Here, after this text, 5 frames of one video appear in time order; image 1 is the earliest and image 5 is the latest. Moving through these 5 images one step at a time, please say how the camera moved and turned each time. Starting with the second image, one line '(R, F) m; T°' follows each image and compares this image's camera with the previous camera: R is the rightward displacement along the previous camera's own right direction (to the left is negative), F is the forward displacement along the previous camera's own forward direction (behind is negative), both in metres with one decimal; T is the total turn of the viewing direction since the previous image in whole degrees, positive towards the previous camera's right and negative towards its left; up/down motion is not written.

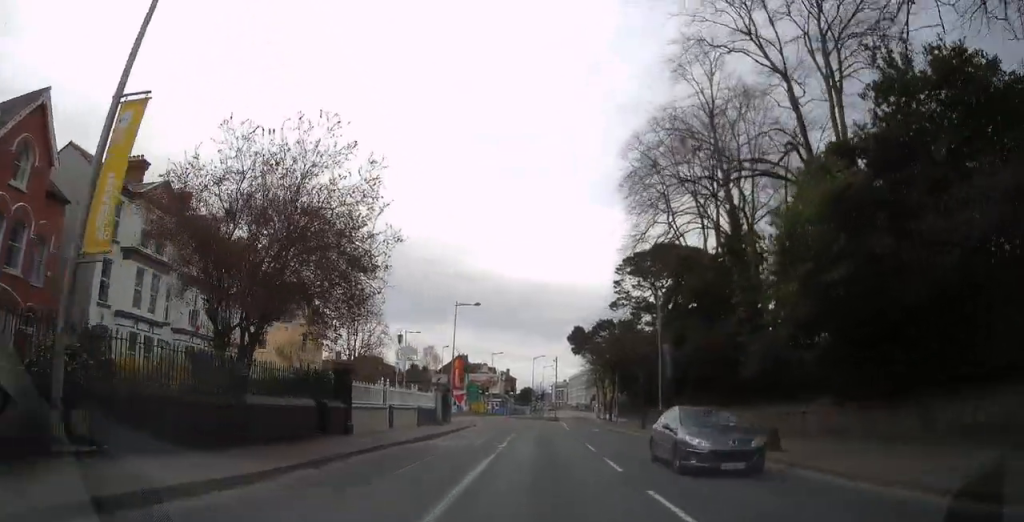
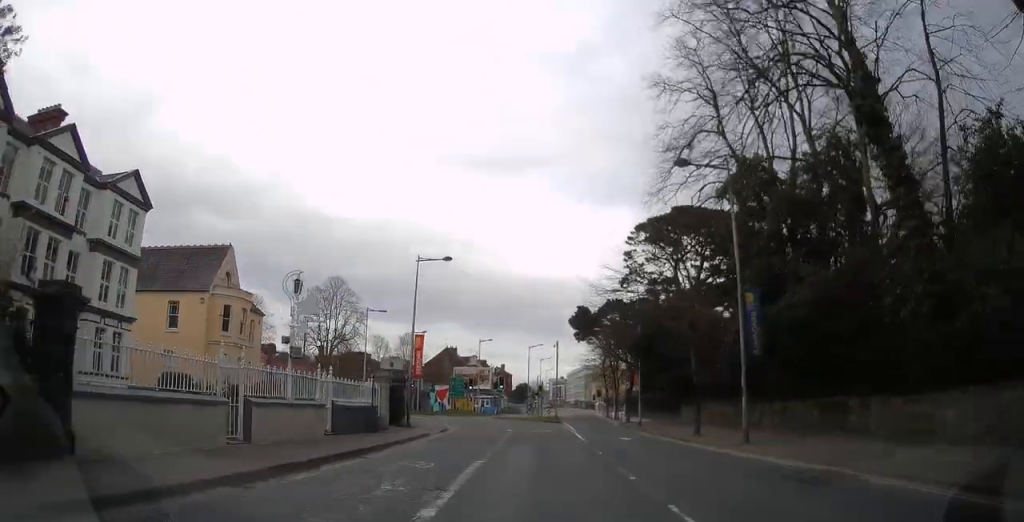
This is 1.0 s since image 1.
(+0.4, +14.1) m; +3°
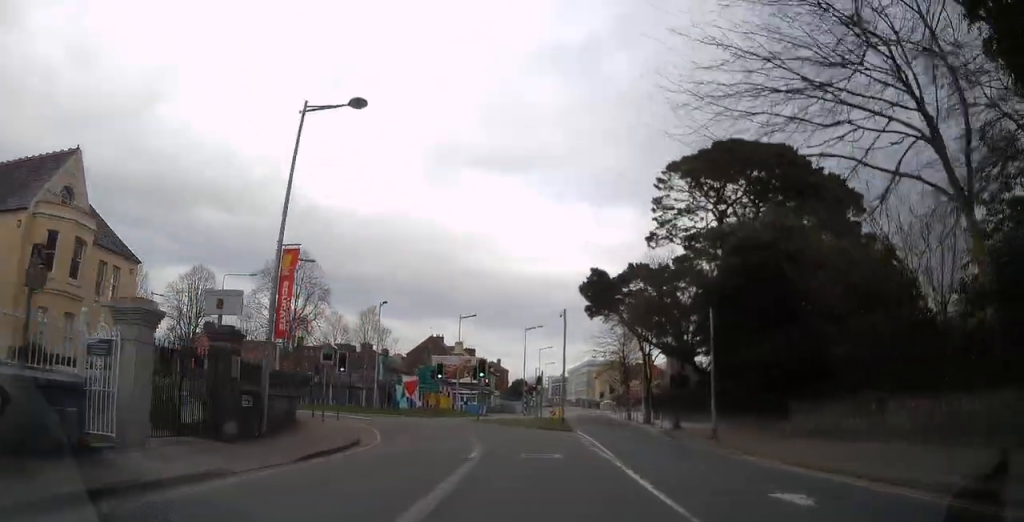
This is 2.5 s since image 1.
(+0.1, +19.1) m; 0°
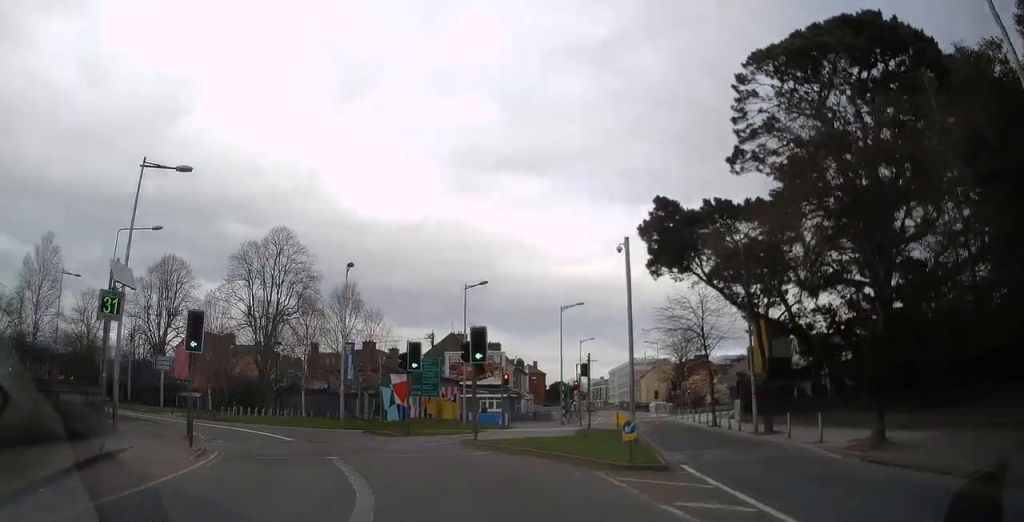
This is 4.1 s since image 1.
(-0.1, +18.6) m; -4°
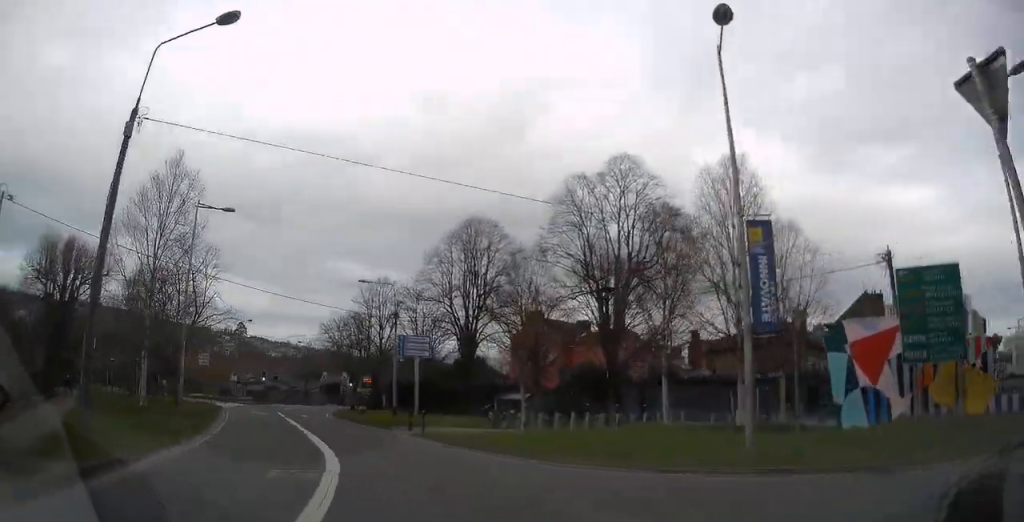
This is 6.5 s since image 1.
(-3.2, +23.7) m; -21°
